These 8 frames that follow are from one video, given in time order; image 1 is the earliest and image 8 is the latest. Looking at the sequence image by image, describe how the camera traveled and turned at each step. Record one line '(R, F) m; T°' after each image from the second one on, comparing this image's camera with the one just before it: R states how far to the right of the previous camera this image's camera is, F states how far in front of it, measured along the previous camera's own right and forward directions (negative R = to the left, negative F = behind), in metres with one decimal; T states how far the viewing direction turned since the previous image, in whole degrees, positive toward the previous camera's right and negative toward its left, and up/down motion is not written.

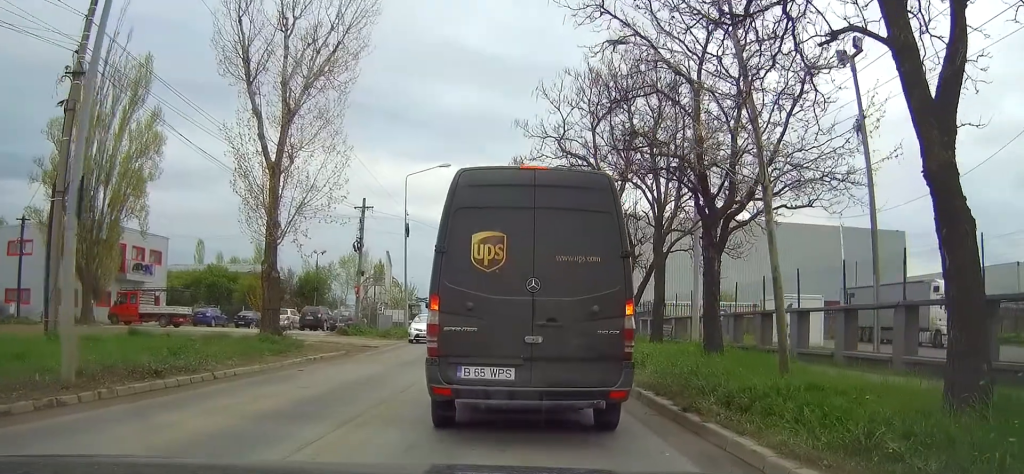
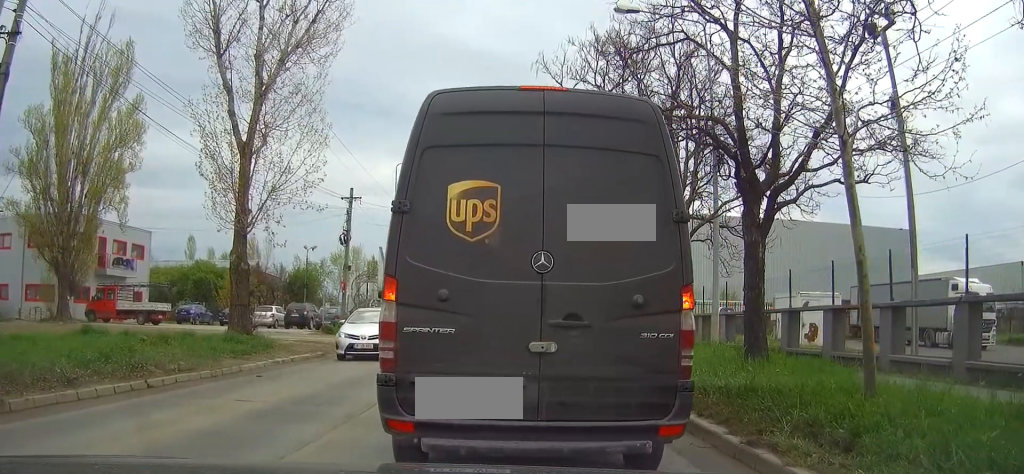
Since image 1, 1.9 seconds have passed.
(-0.4, +2.7) m; -5°
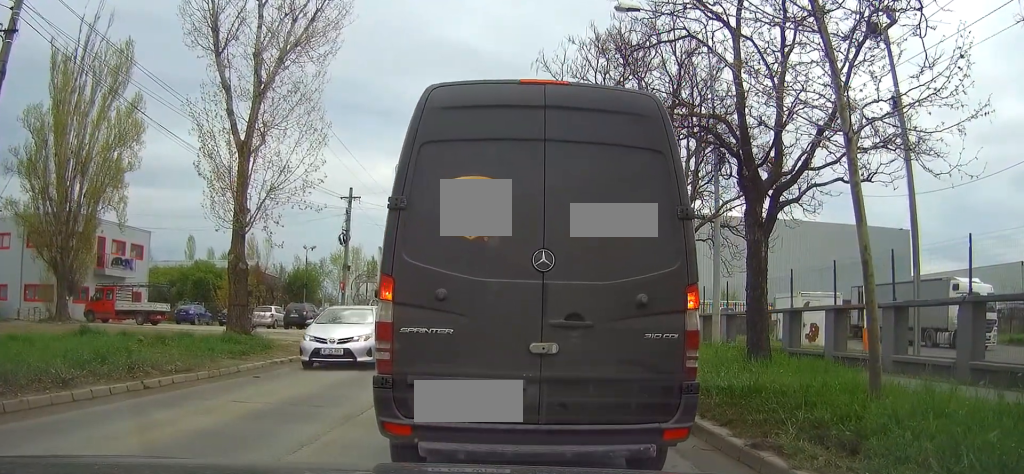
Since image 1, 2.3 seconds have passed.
(-0.1, +0.3) m; 0°
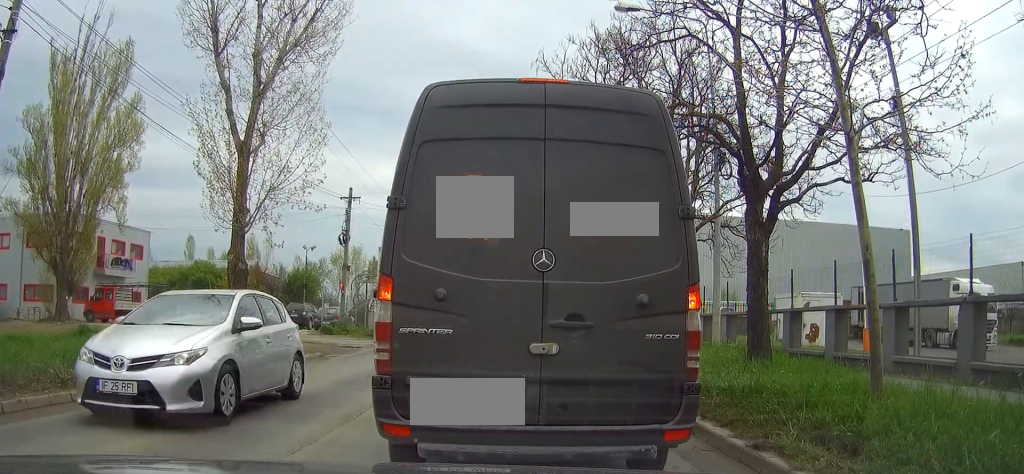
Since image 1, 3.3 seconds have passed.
(0.0, +0.5) m; 0°
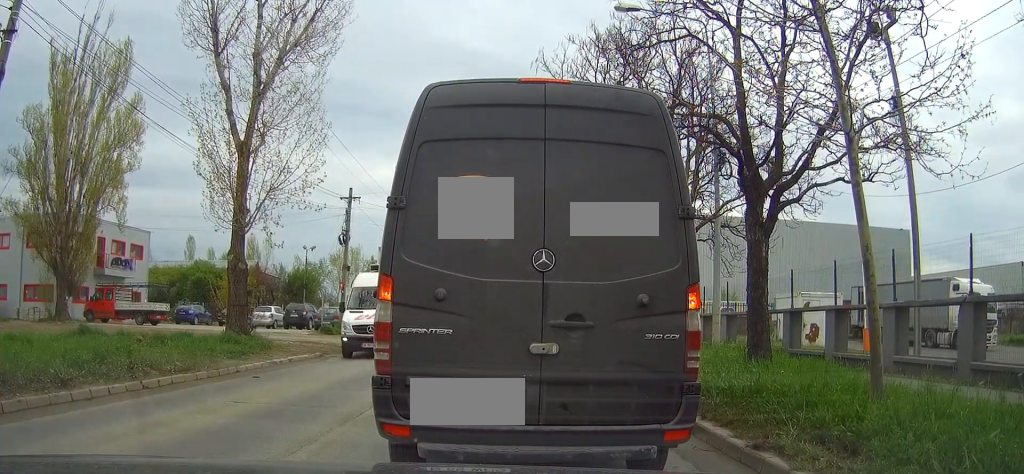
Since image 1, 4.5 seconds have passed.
(0.0, +0.3) m; 0°
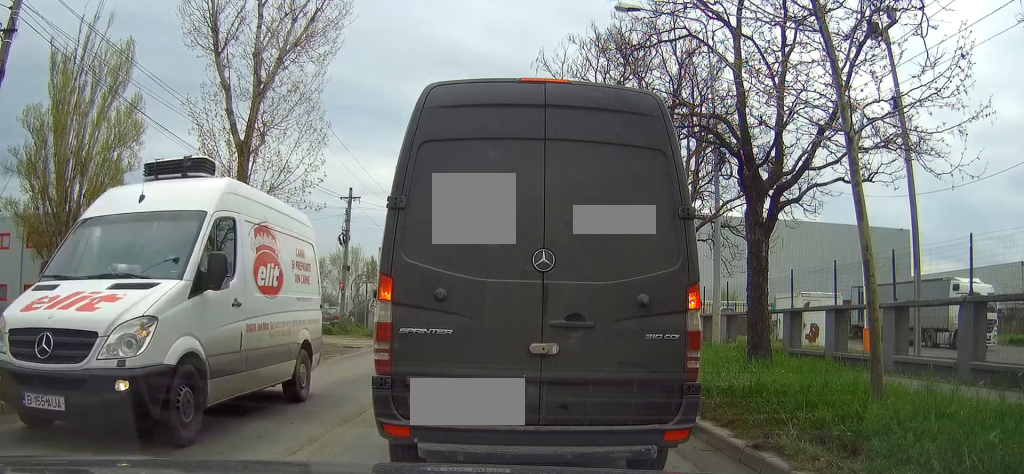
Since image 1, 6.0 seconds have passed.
(0.0, 0.0) m; 0°
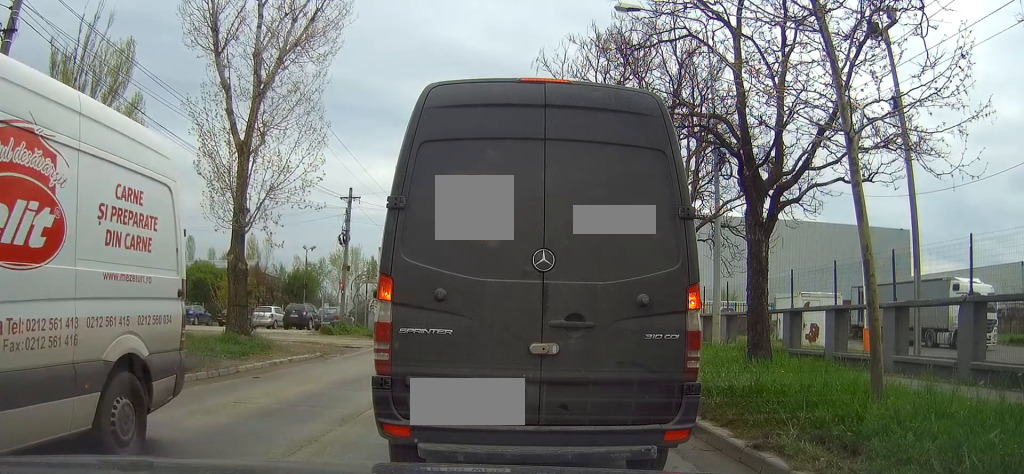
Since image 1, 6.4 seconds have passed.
(0.0, 0.0) m; 0°
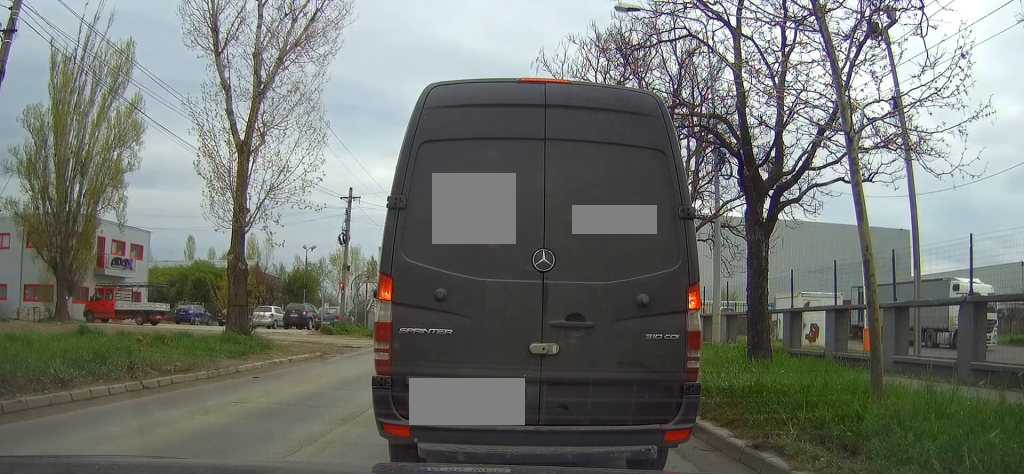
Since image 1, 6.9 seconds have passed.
(0.0, 0.0) m; 0°
